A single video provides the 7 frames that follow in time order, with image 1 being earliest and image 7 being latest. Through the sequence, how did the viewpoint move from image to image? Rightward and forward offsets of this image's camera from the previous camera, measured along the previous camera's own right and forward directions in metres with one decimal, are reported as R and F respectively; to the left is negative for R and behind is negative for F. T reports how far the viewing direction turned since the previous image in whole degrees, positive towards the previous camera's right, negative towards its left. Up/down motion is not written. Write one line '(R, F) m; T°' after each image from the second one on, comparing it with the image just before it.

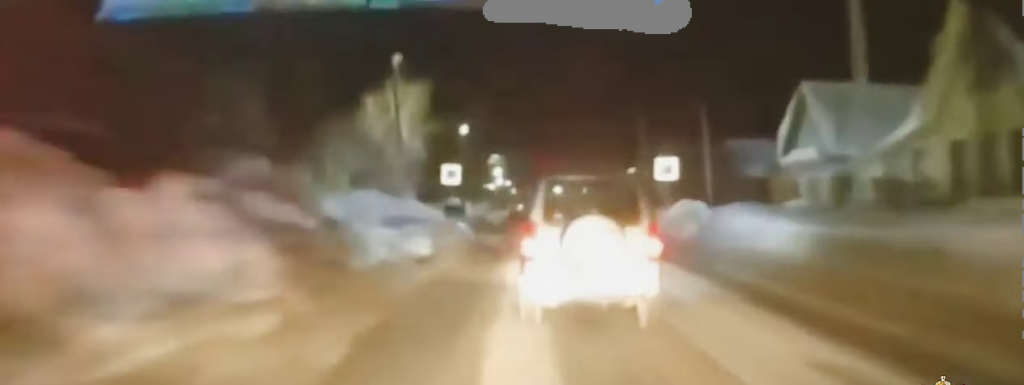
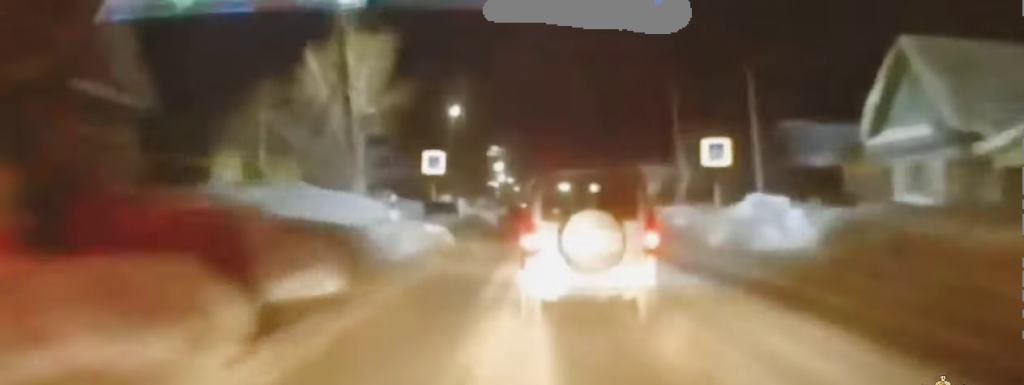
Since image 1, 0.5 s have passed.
(+0.8, +11.5) m; 0°
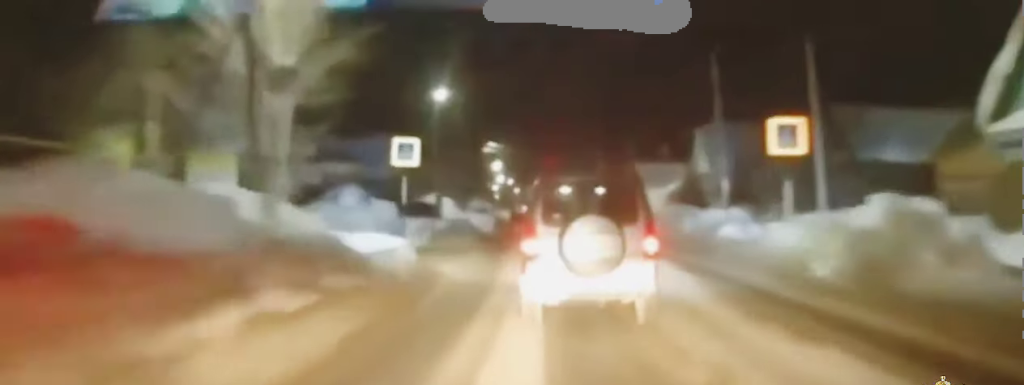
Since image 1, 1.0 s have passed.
(+0.8, +10.7) m; 0°
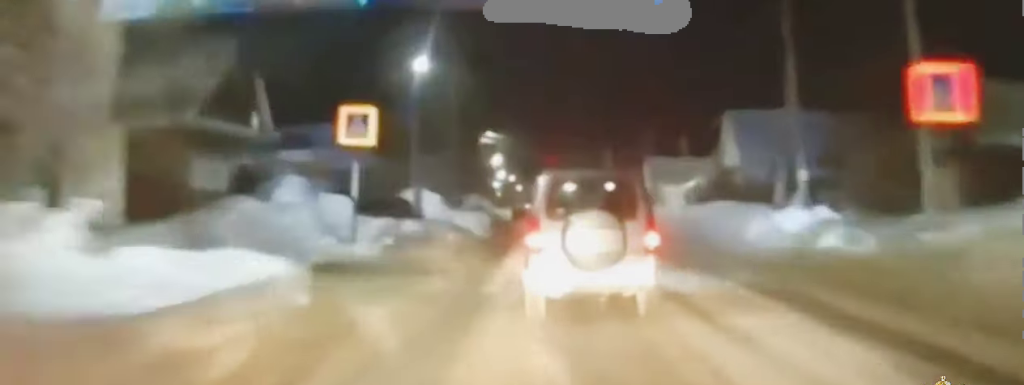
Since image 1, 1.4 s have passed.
(-0.6, +9.9) m; -2°
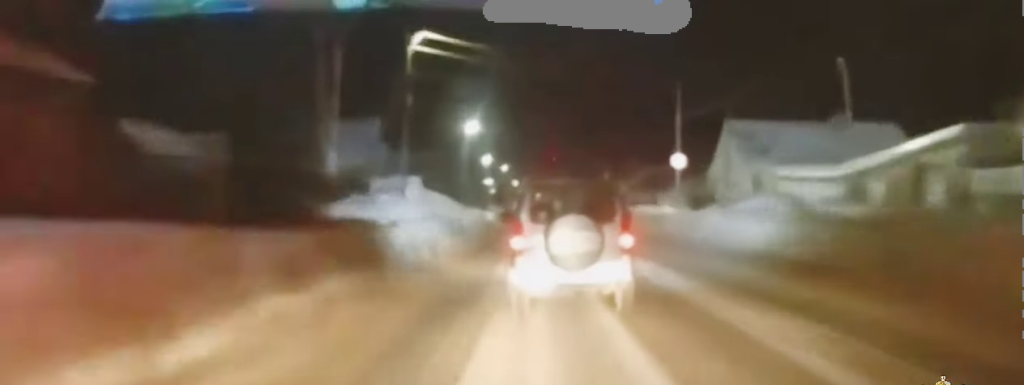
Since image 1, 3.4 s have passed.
(-2.0, +46.6) m; -2°
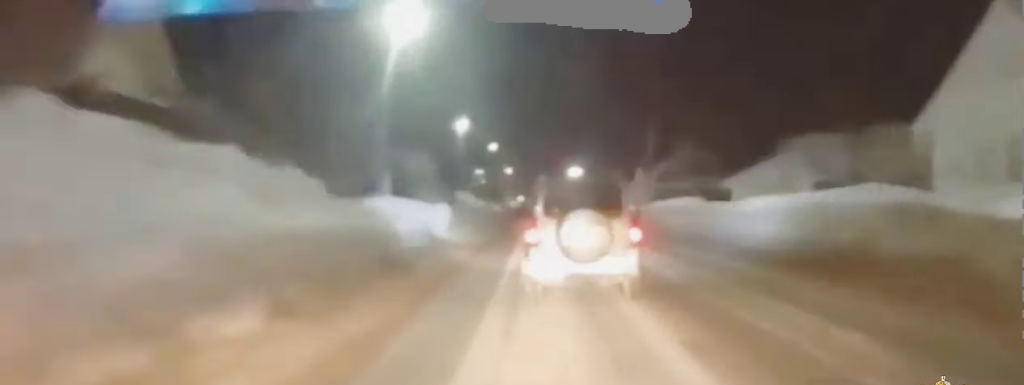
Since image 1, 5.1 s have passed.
(+0.1, +38.4) m; +2°
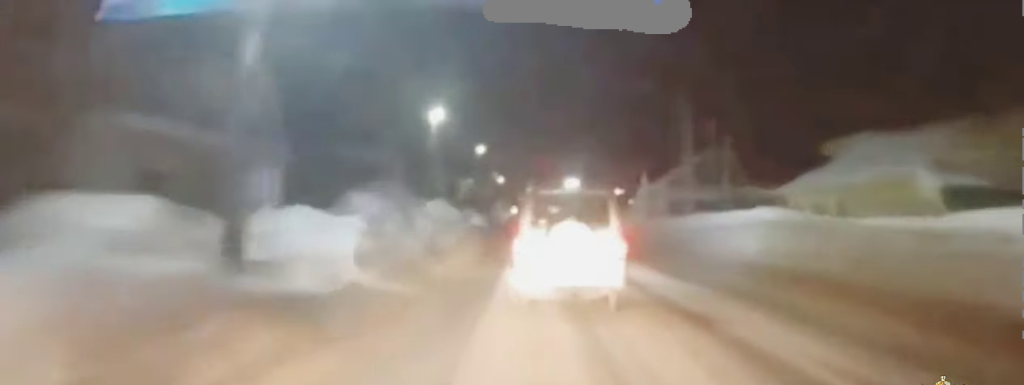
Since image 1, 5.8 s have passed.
(+0.4, +16.2) m; 0°
